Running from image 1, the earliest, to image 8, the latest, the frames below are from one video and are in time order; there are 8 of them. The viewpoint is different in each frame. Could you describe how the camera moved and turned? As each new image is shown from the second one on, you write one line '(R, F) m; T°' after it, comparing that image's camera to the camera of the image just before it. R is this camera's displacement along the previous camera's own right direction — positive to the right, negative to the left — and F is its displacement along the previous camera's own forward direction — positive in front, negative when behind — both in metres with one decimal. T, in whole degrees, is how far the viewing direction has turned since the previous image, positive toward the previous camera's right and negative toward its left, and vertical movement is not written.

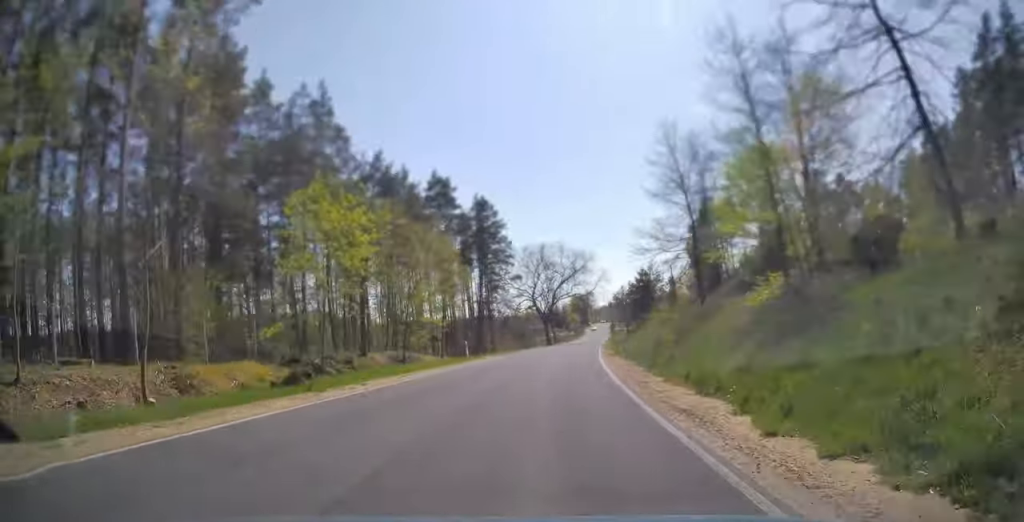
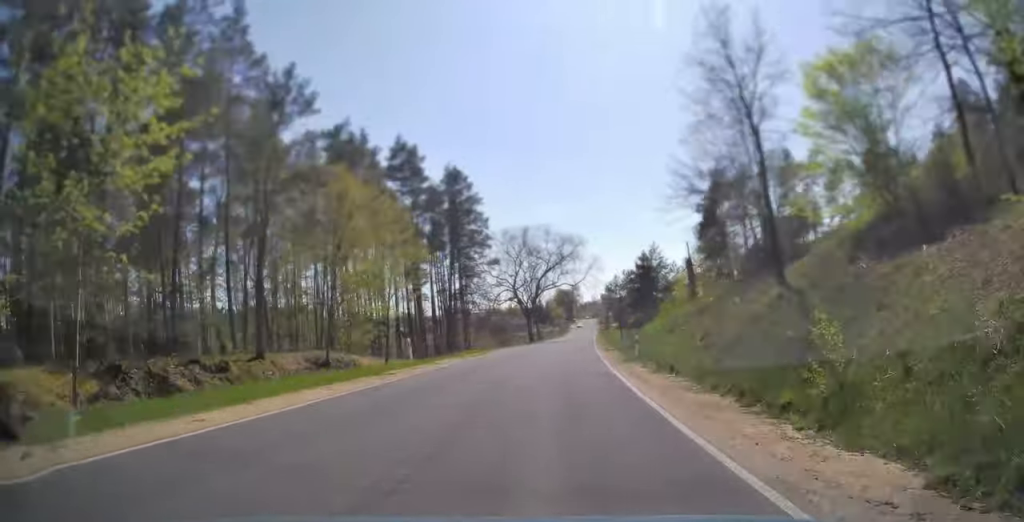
(+0.4, +12.3) m; +1°
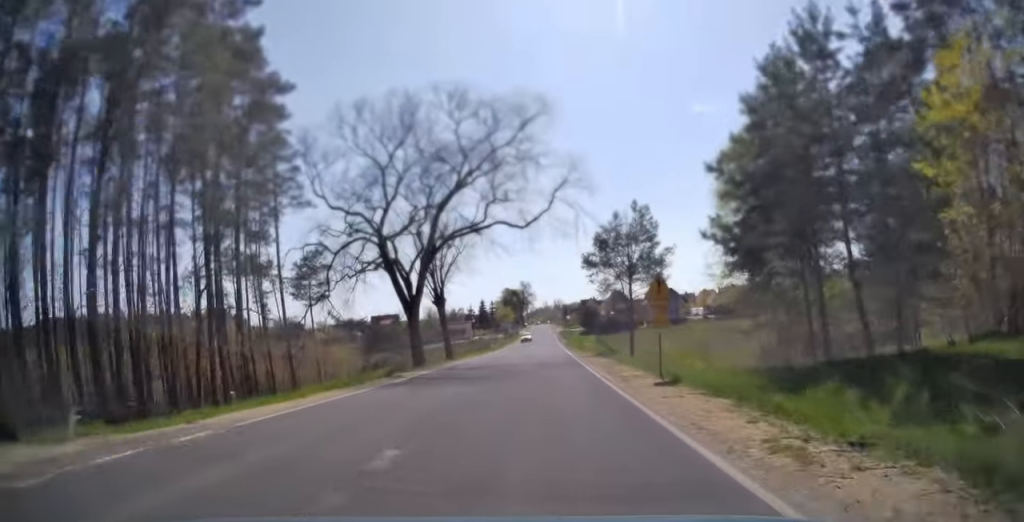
(+2.4, +50.2) m; +4°
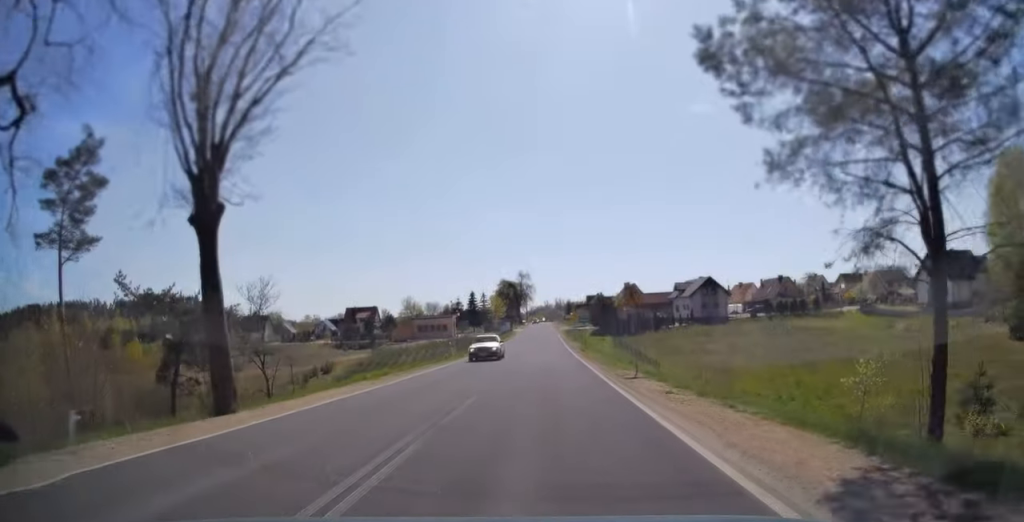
(0.0, +31.6) m; 0°
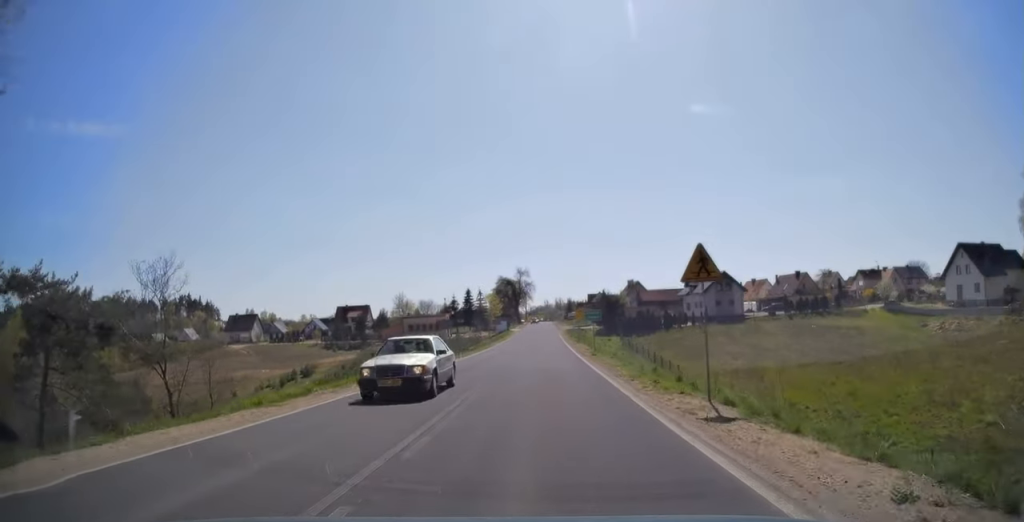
(0.0, +8.9) m; 0°
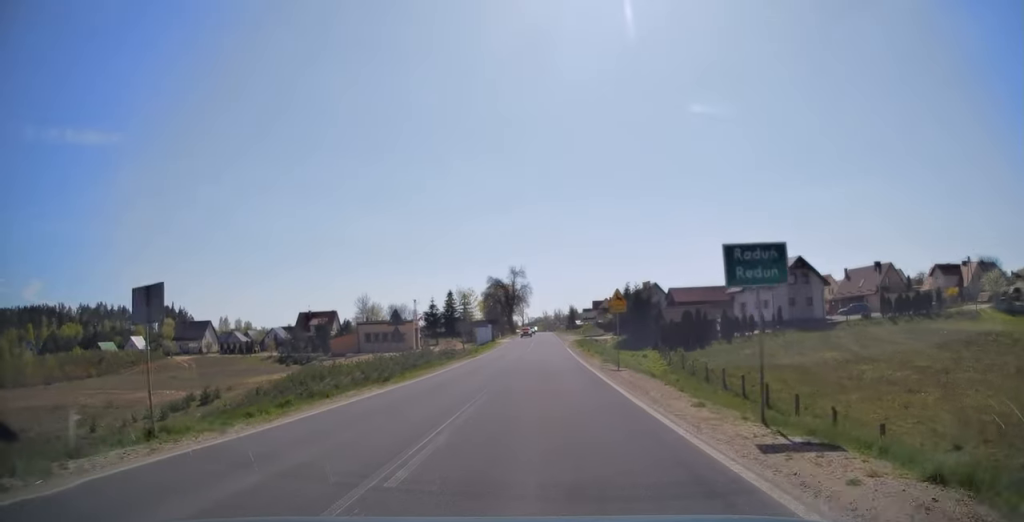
(+0.1, +30.8) m; 0°
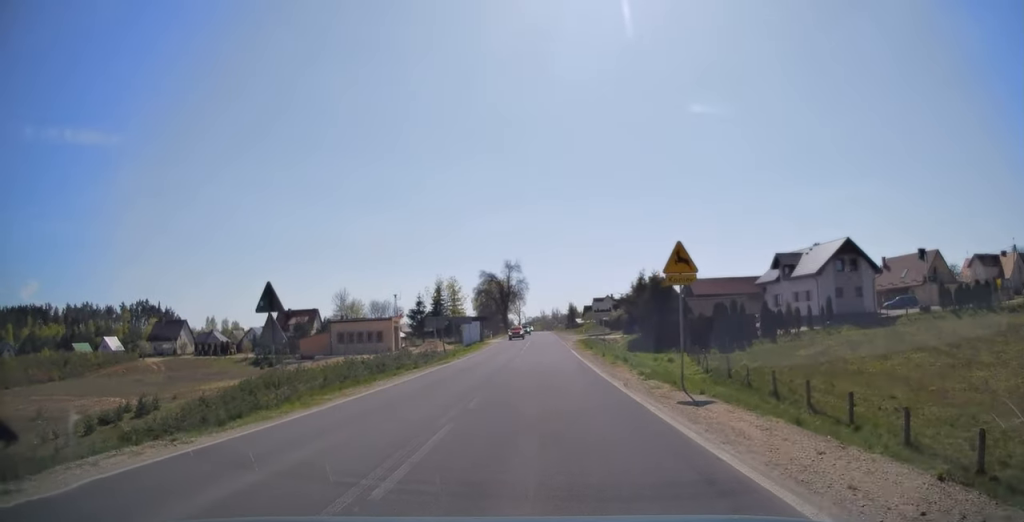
(+0.1, +12.2) m; 0°
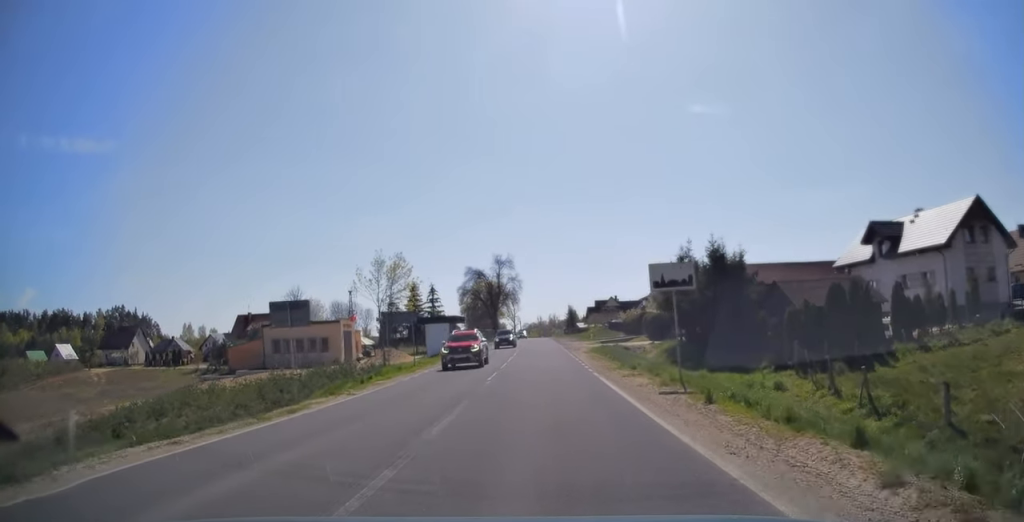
(-0.1, +20.3) m; +1°
